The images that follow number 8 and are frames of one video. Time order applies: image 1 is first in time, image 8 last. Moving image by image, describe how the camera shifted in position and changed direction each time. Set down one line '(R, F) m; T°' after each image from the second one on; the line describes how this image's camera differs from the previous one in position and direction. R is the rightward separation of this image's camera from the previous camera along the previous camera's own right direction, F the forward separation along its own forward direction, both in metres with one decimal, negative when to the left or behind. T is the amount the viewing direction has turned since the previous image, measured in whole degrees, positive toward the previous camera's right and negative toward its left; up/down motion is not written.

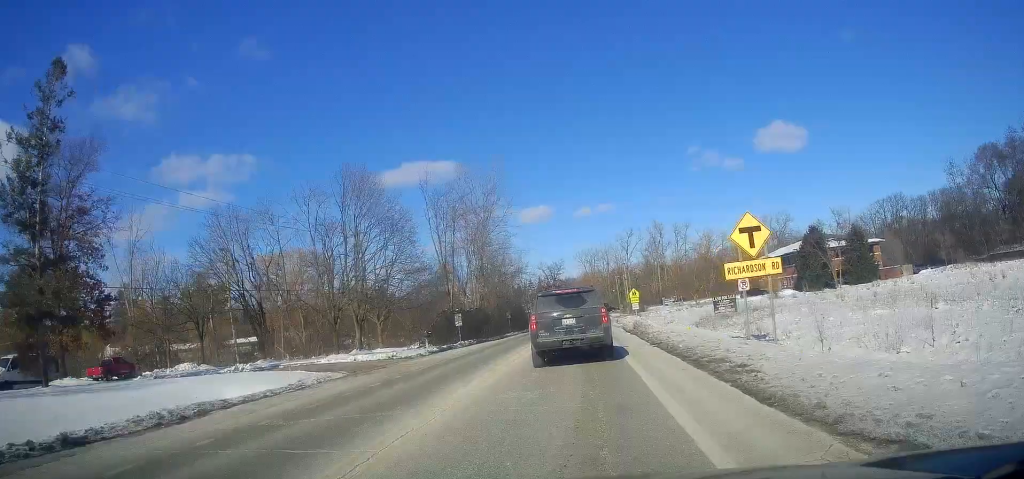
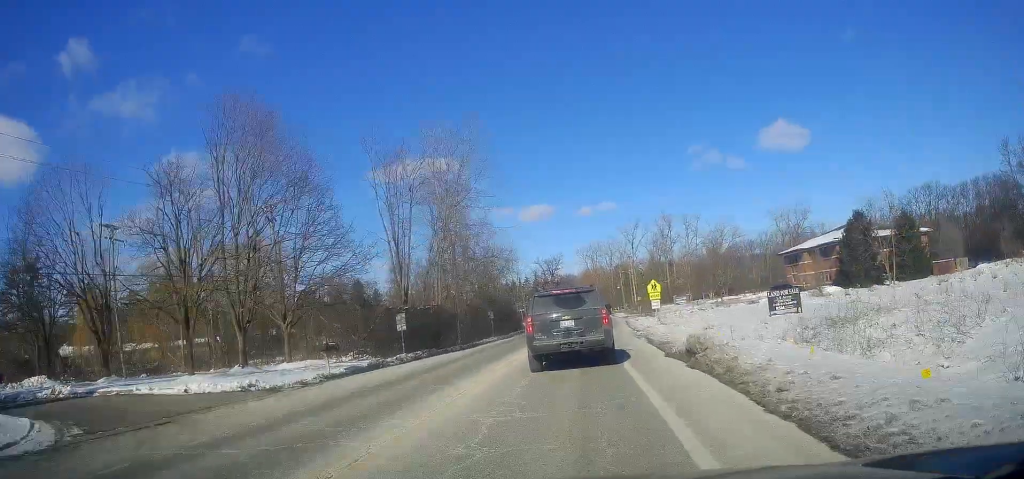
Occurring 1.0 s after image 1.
(+0.4, +14.9) m; +2°
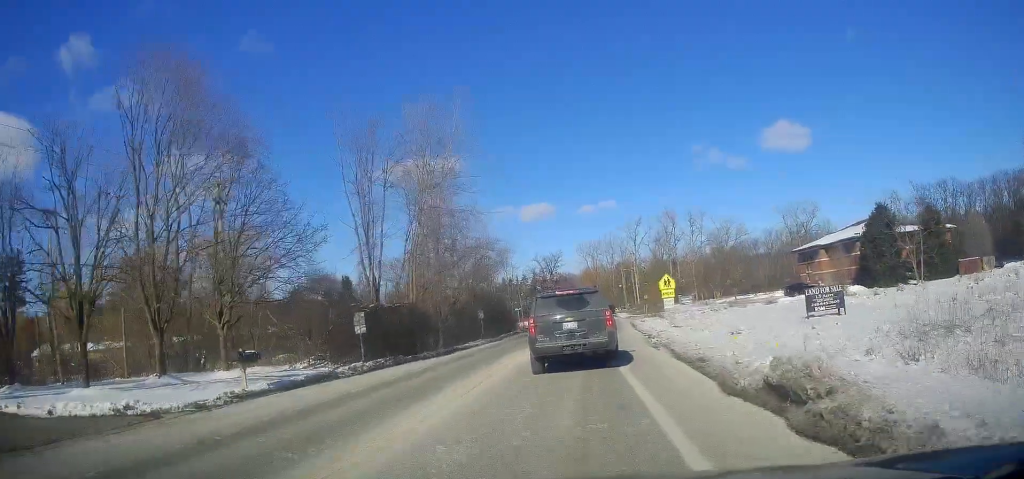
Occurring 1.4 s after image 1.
(+0.1, +5.9) m; 0°
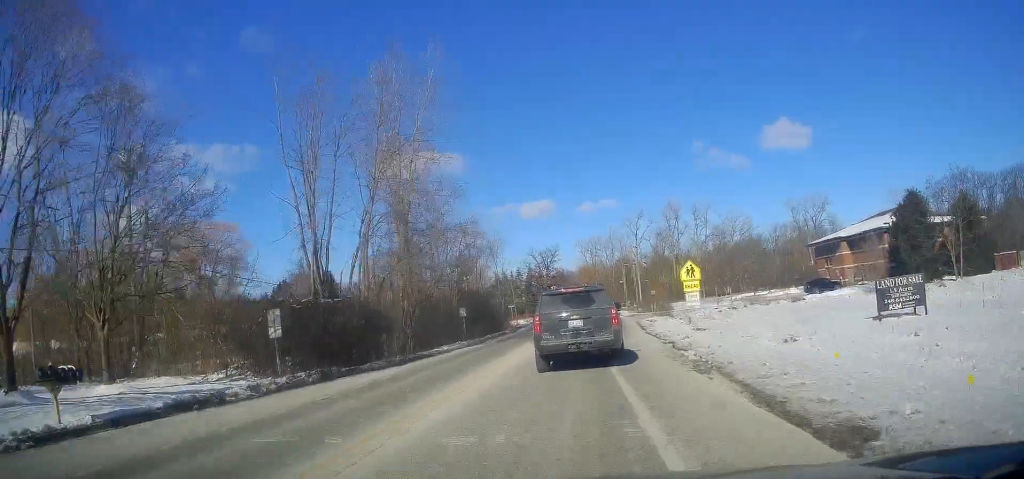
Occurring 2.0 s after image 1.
(0.0, +7.4) m; 0°
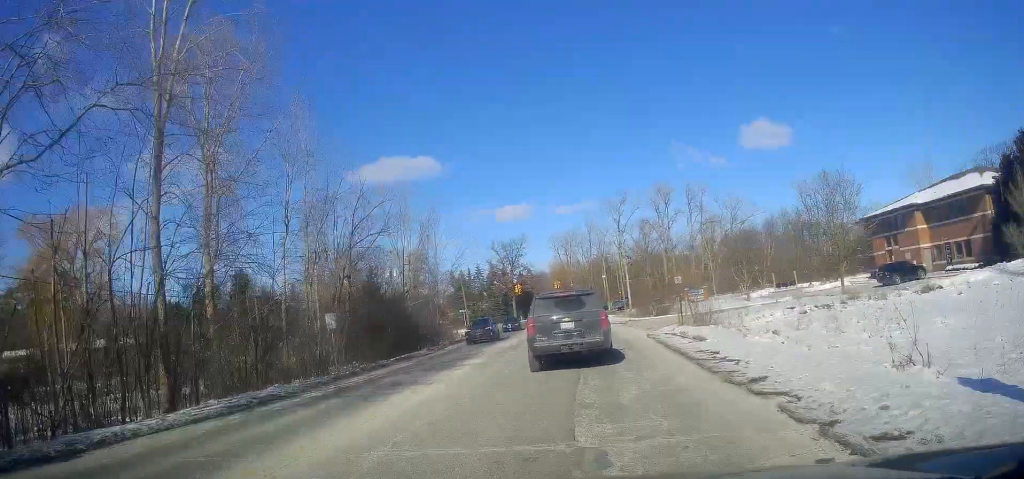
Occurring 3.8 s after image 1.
(0.0, +21.9) m; 0°
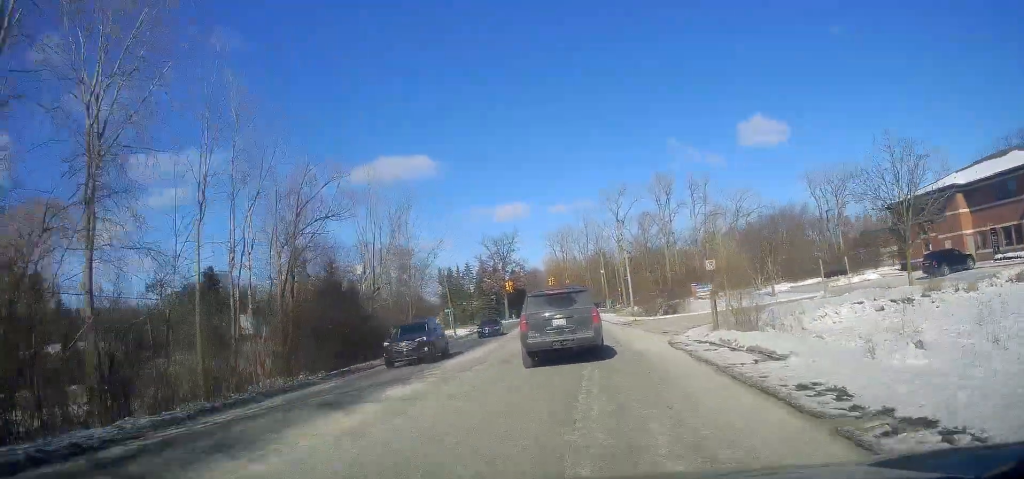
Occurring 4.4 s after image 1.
(0.0, +6.8) m; 0°
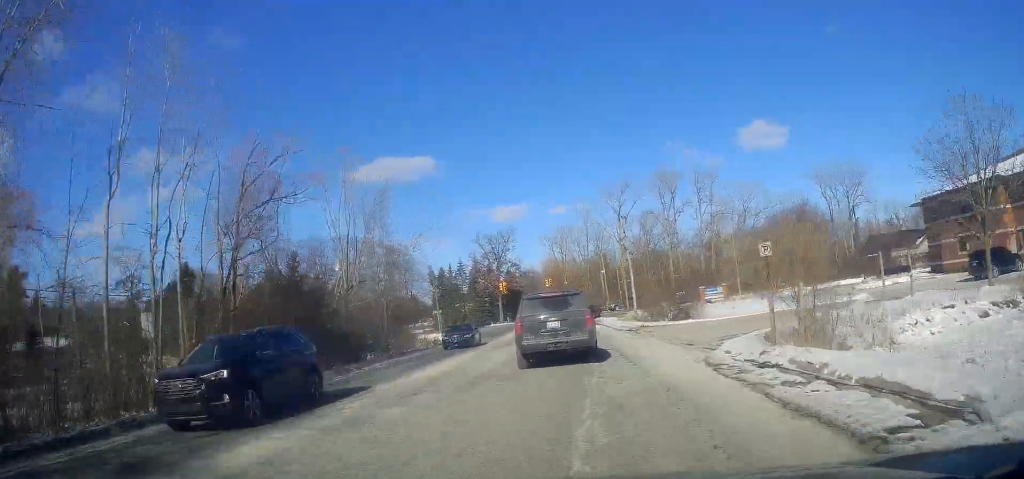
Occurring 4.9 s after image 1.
(0.0, +4.9) m; 0°
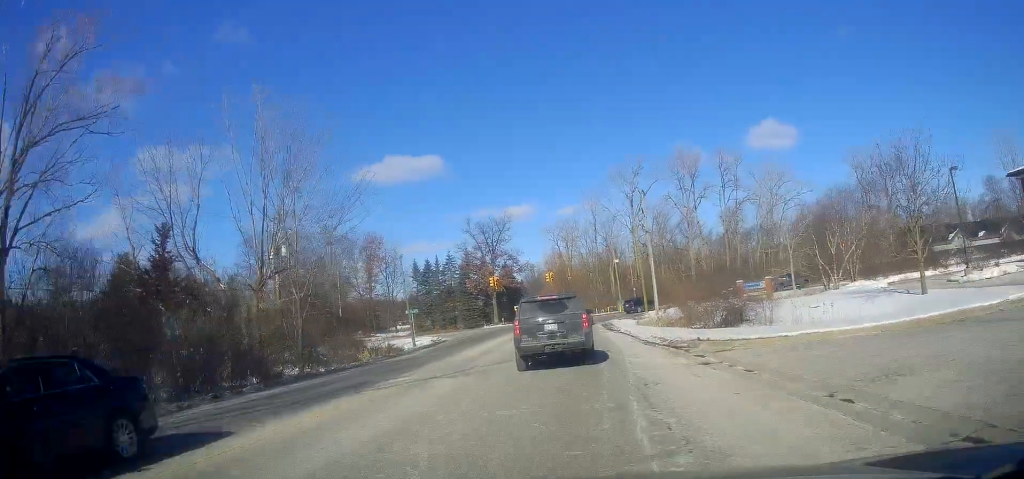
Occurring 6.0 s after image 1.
(0.0, +11.8) m; 0°
